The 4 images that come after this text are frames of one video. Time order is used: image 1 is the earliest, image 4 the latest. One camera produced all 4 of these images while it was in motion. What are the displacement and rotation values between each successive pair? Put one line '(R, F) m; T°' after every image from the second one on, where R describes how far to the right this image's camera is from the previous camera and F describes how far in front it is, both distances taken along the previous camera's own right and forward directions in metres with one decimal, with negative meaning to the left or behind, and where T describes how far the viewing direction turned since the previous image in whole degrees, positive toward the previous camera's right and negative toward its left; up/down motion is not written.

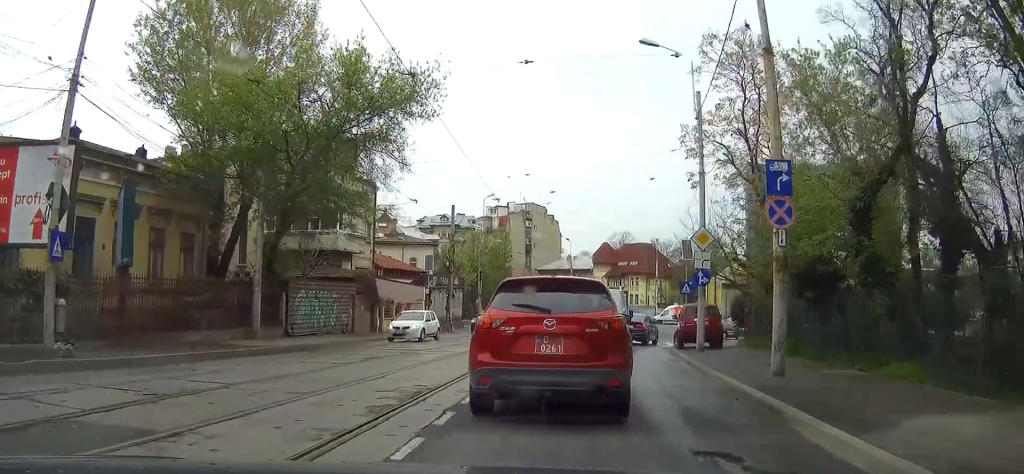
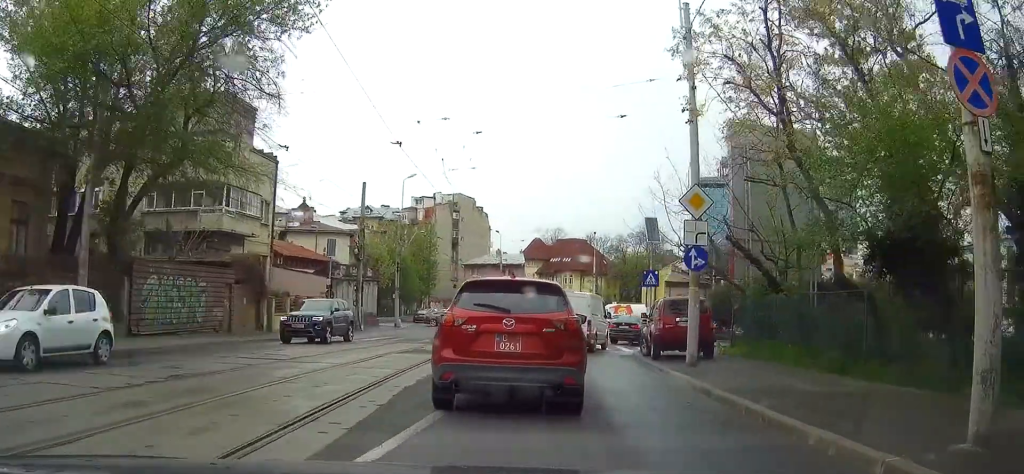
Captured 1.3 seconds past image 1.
(+0.8, +8.2) m; +10°
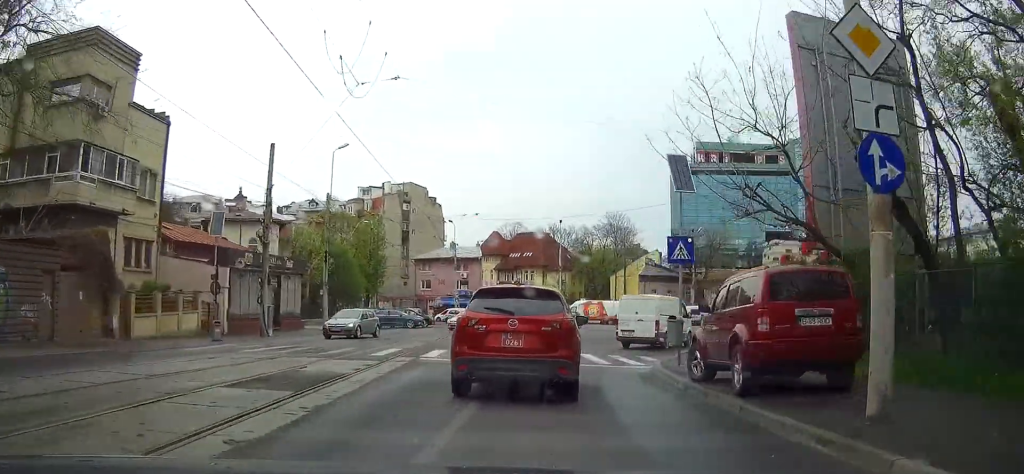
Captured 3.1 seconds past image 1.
(+0.6, +10.4) m; +3°
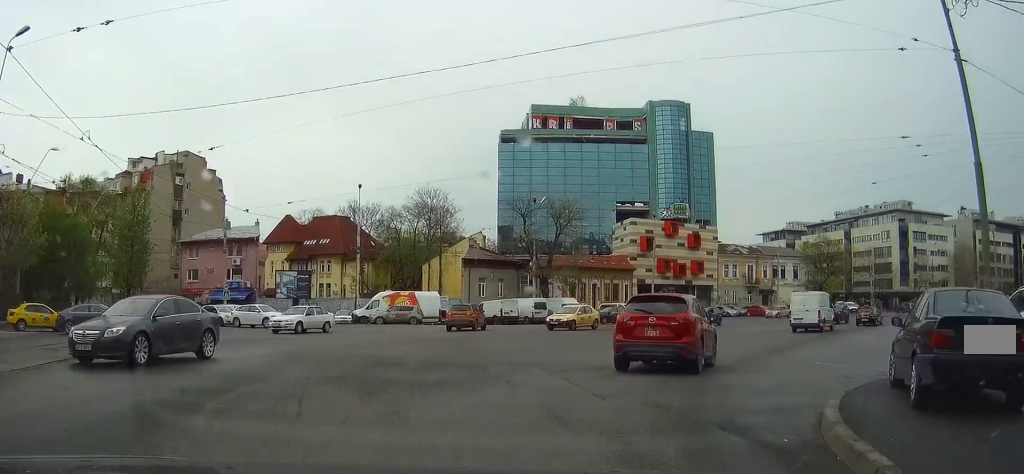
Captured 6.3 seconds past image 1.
(+2.0, +21.3) m; +18°
